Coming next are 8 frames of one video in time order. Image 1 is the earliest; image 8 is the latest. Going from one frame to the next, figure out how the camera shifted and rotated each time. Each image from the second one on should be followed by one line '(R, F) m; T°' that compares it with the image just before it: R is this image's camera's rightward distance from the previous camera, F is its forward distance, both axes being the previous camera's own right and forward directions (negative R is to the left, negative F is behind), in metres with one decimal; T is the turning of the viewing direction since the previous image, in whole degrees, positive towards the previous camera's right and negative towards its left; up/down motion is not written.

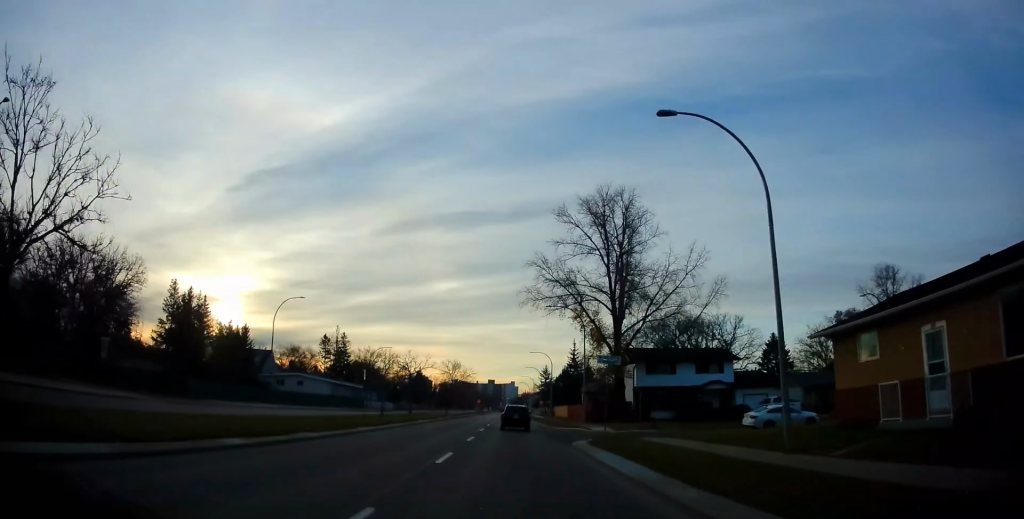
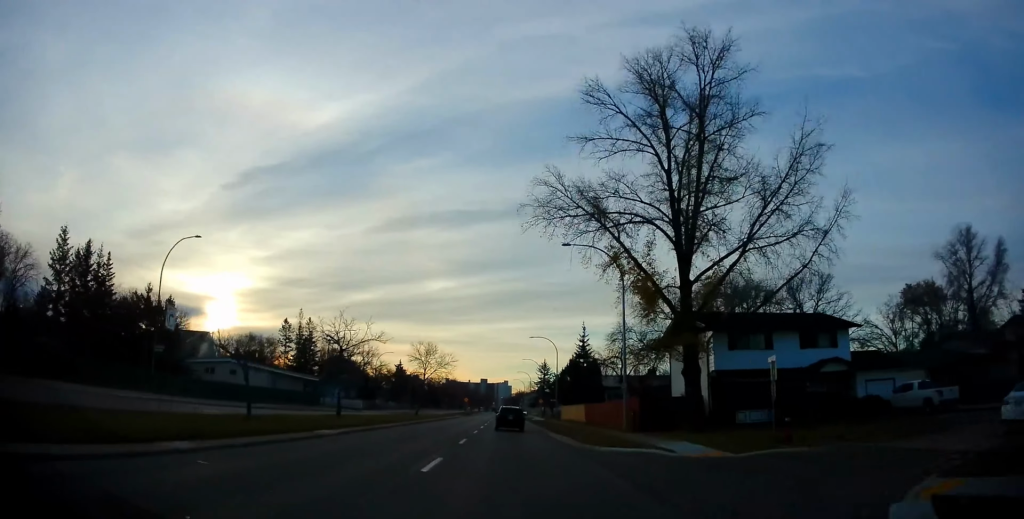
(-0.6, +20.5) m; -1°
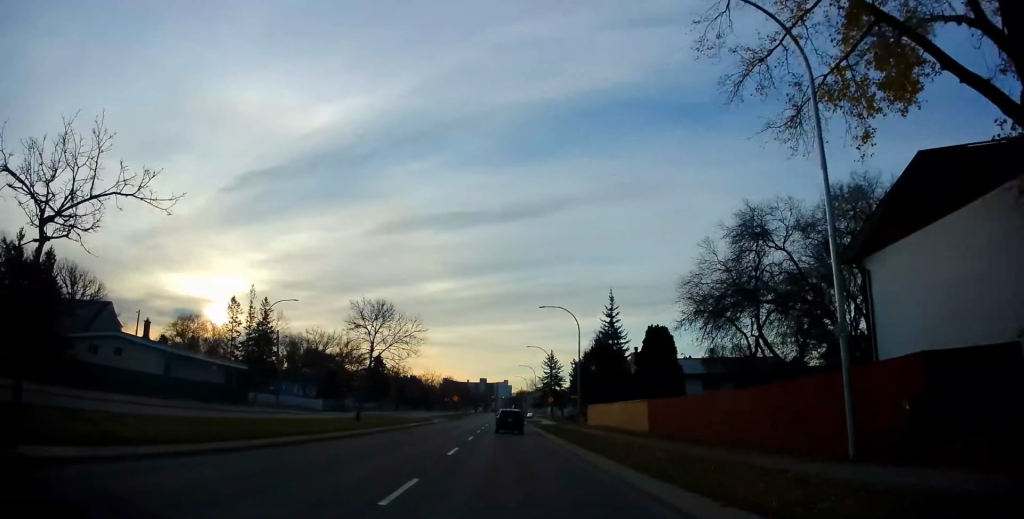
(+0.4, +22.2) m; +2°
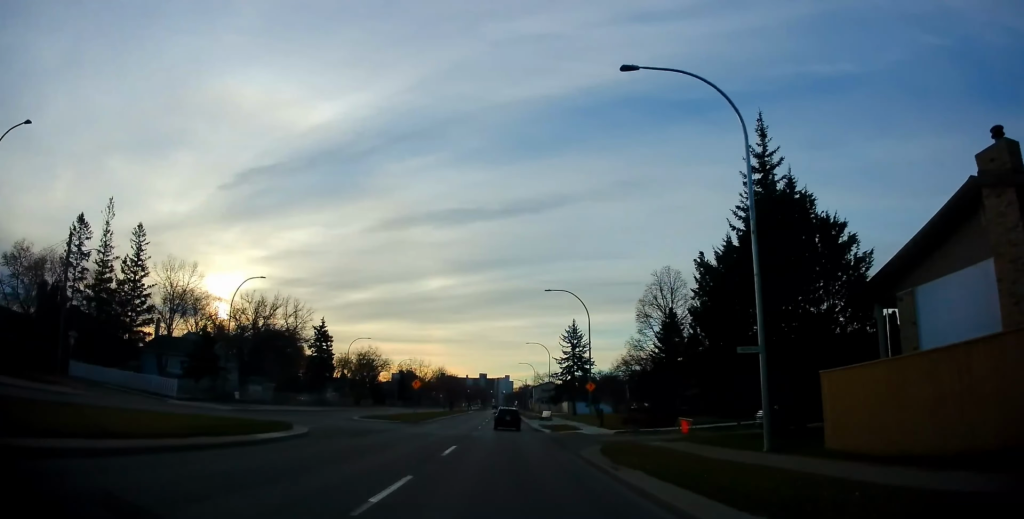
(+0.1, +37.1) m; 0°
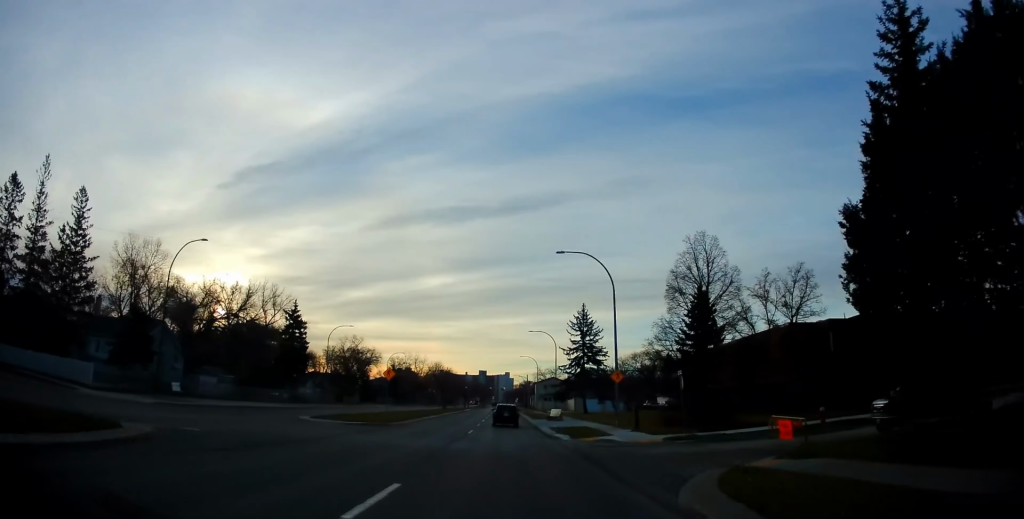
(+0.1, +10.6) m; -1°
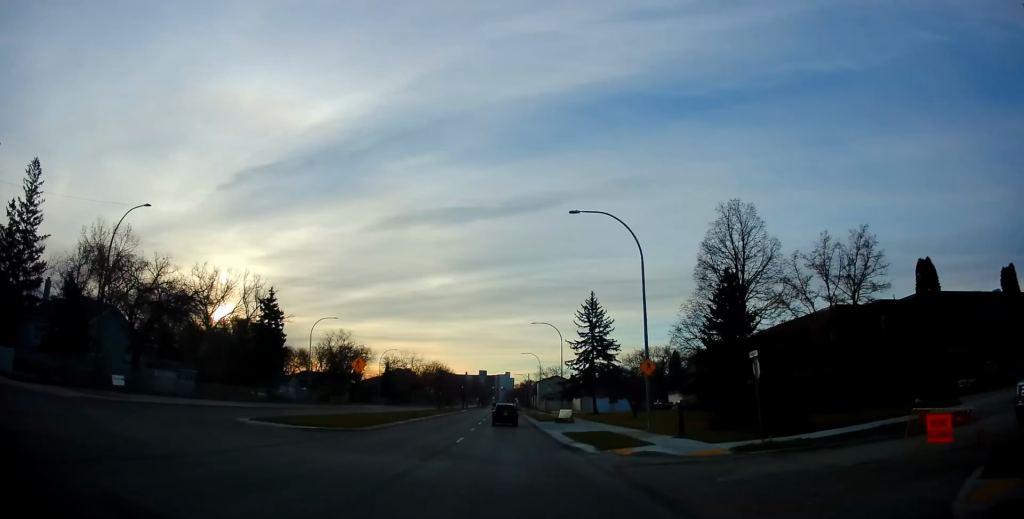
(-0.1, +7.4) m; 0°
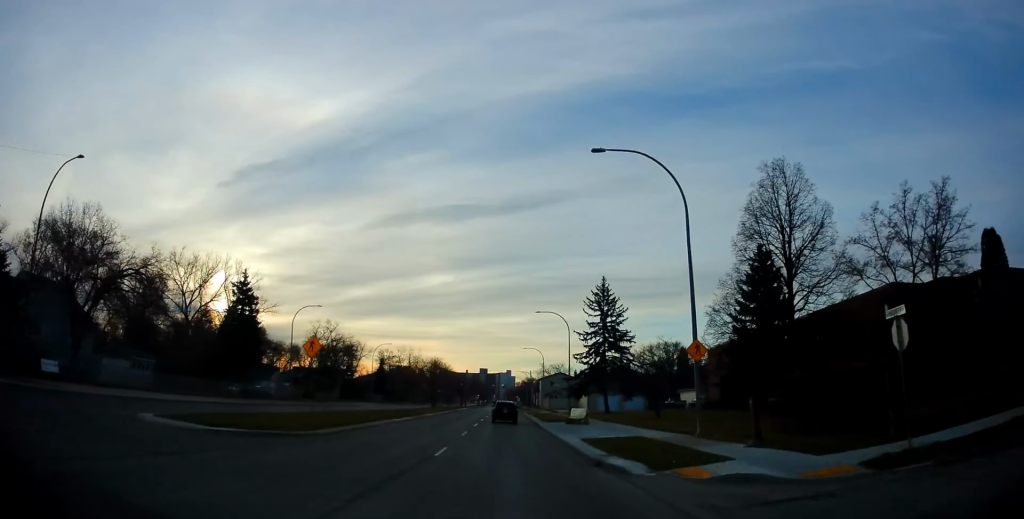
(-0.1, +6.9) m; 0°
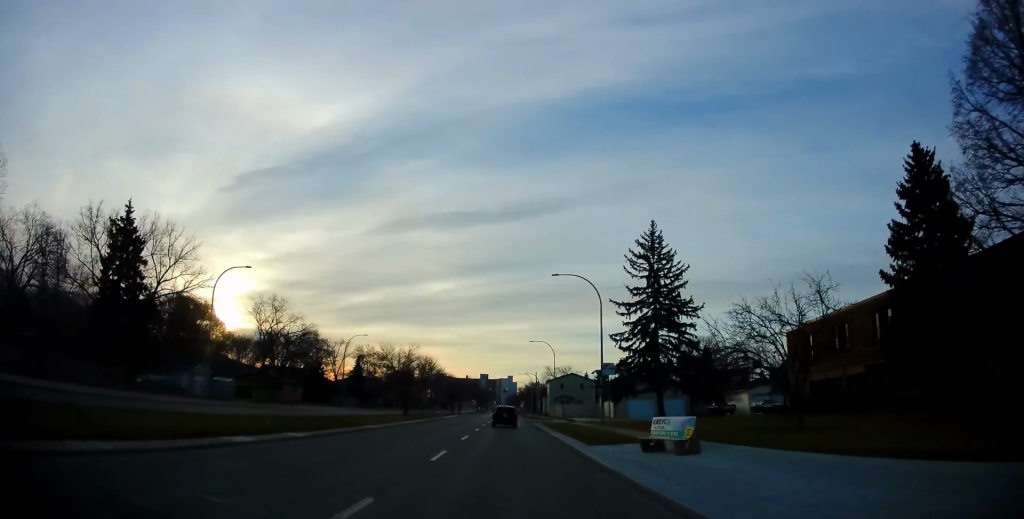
(-0.1, +19.4) m; -1°
